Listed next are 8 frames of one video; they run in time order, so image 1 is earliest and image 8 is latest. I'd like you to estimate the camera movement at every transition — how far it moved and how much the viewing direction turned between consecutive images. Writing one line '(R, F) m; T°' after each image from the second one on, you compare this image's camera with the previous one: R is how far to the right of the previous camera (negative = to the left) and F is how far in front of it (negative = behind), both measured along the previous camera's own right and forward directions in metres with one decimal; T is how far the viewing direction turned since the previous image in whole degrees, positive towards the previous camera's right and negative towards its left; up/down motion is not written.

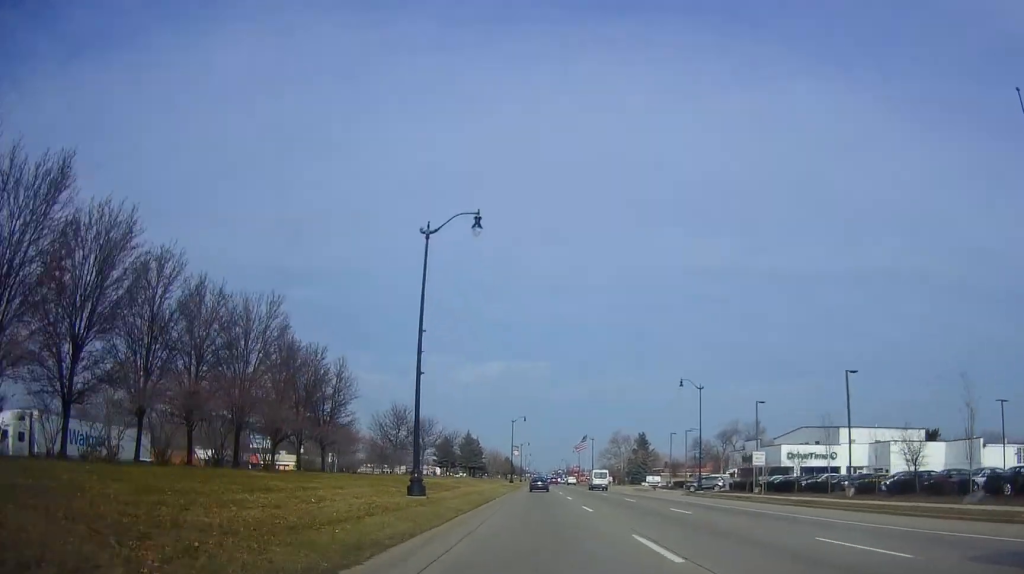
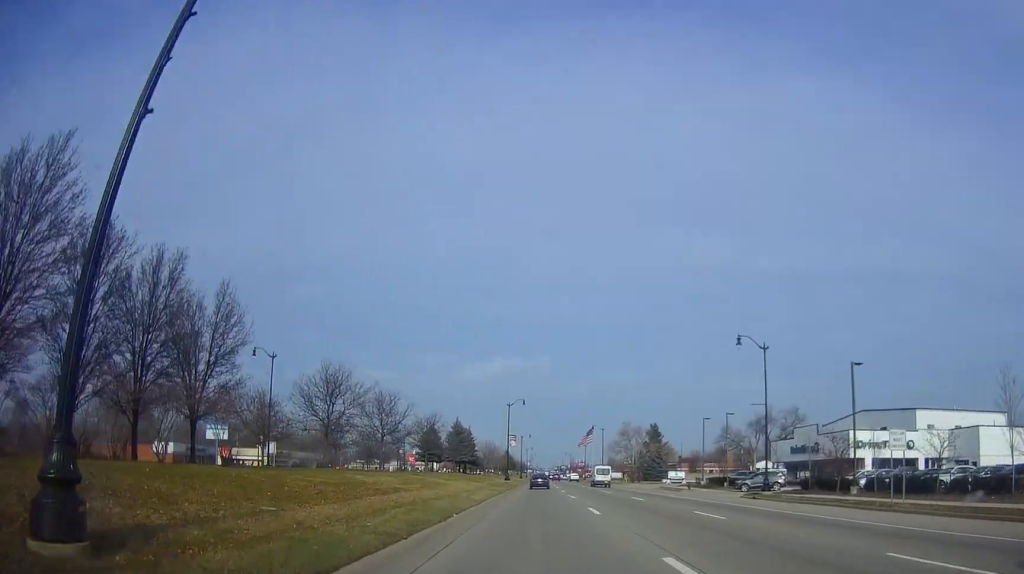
(-0.1, +18.4) m; 0°
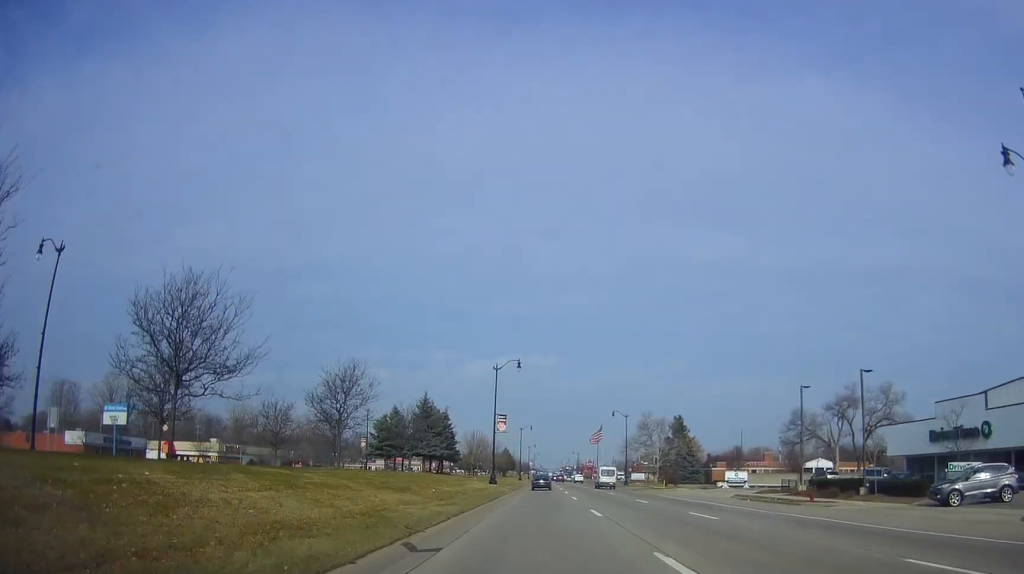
(-0.1, +29.8) m; 0°
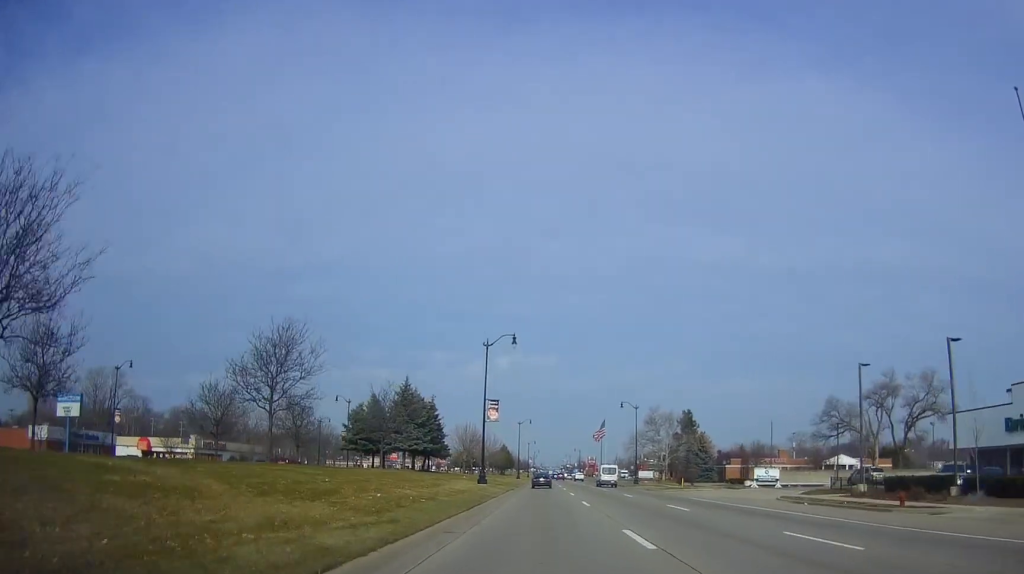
(0.0, +9.9) m; 0°
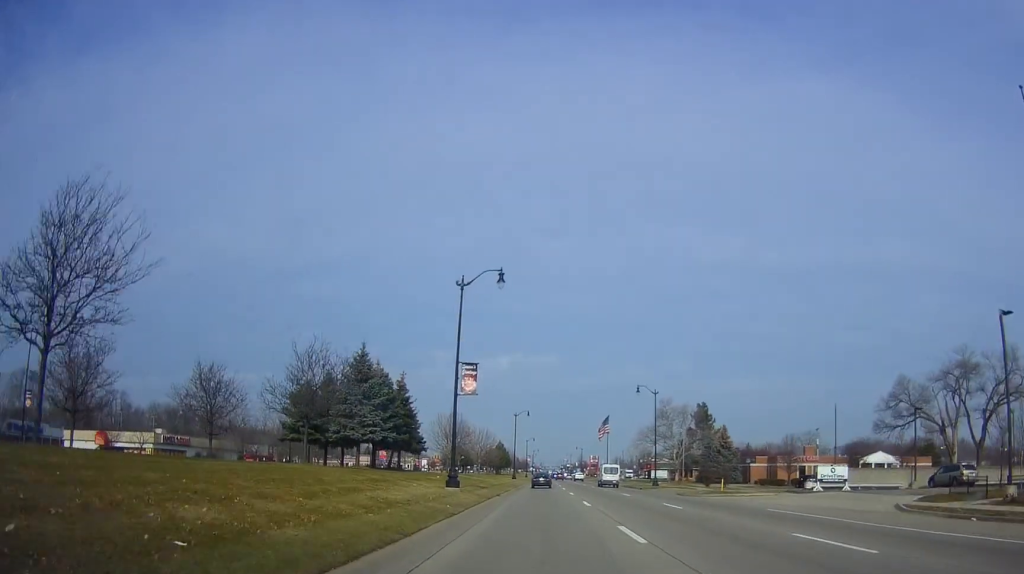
(+0.5, +14.8) m; +1°
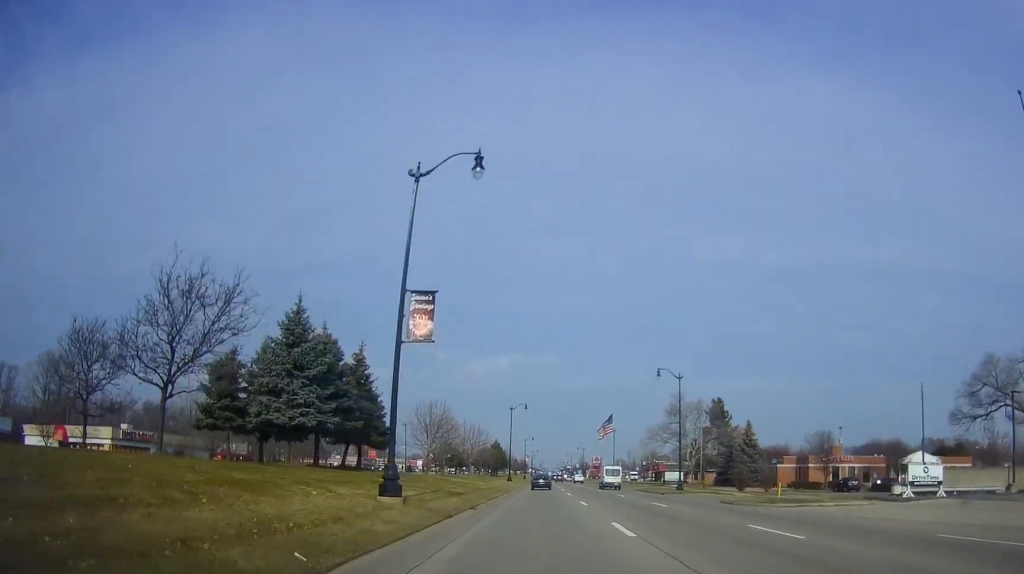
(-0.2, +12.6) m; 0°
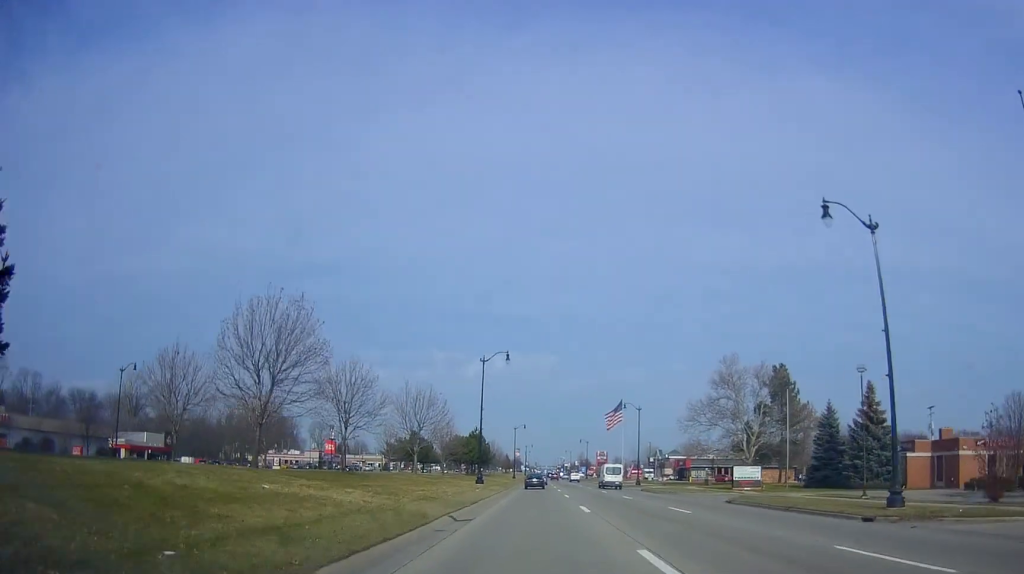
(+0.5, +36.5) m; +2°
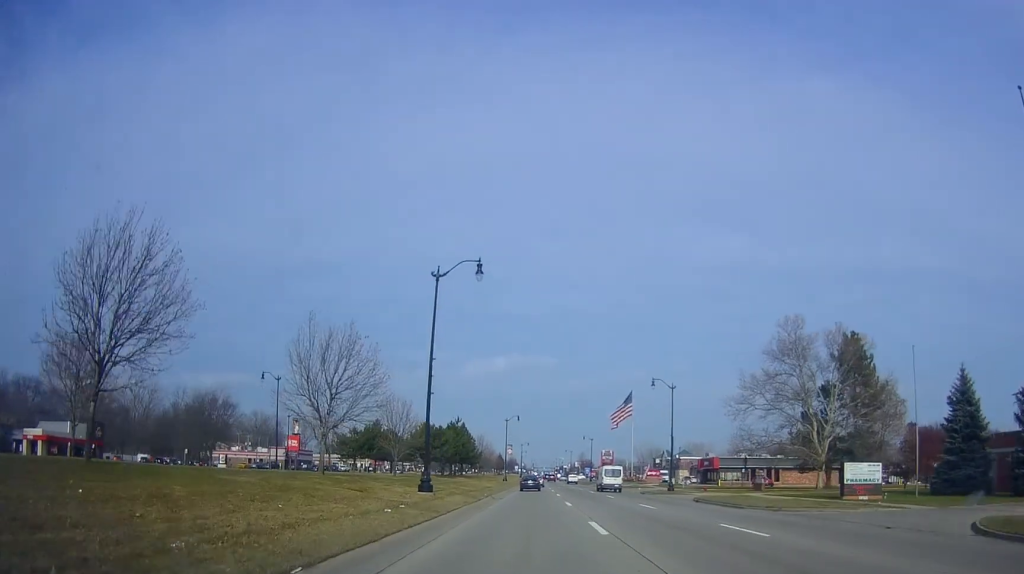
(+0.2, +23.2) m; 0°
